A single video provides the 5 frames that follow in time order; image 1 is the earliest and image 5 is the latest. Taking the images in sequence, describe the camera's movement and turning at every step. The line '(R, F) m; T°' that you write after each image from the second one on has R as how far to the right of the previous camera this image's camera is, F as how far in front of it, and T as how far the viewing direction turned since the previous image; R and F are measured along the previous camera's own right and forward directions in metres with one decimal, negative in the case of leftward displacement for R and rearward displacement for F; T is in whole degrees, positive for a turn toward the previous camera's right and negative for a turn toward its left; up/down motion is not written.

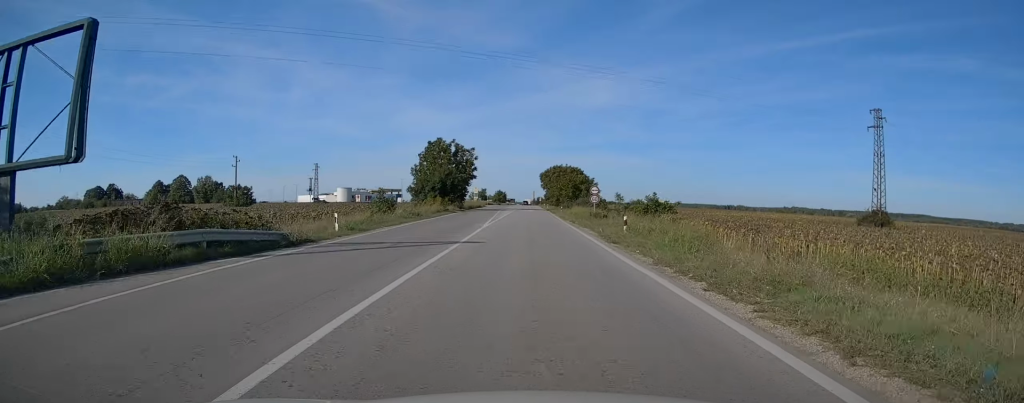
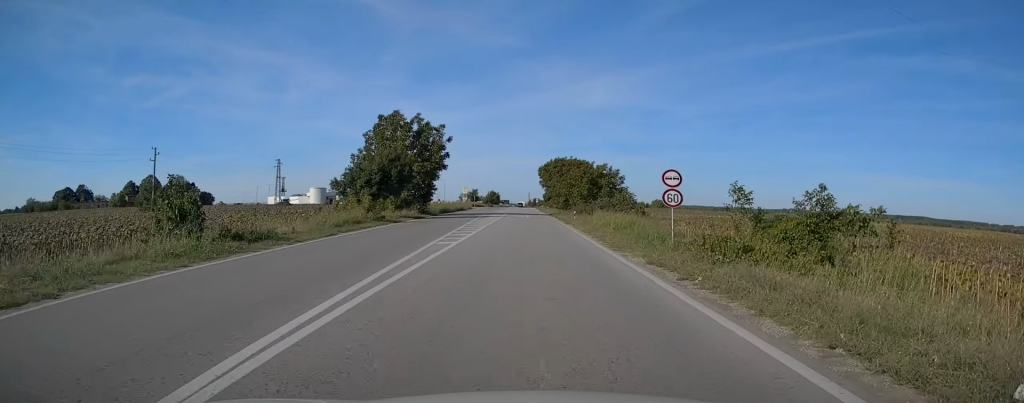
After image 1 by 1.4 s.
(+0.2, +25.9) m; 0°
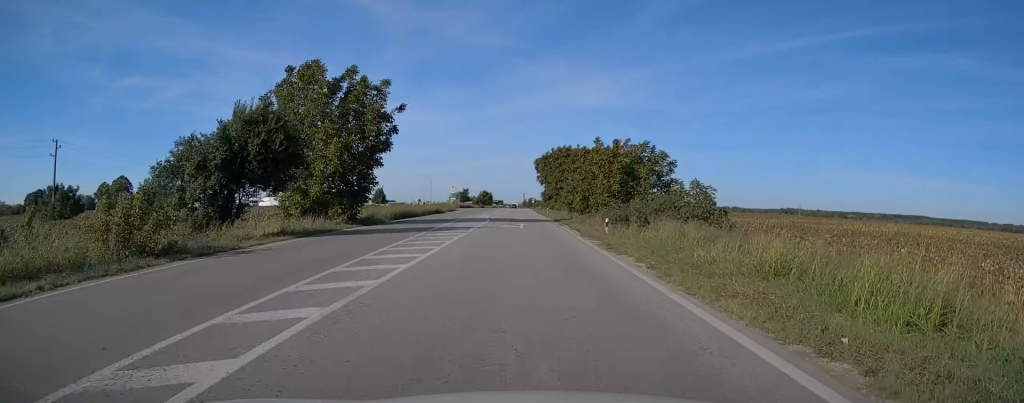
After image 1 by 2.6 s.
(-0.1, +21.3) m; 0°
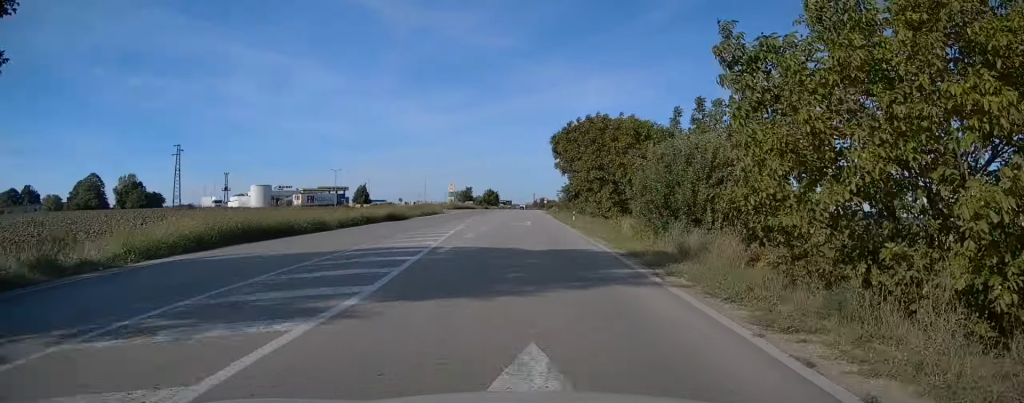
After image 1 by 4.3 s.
(-0.3, +30.0) m; -1°
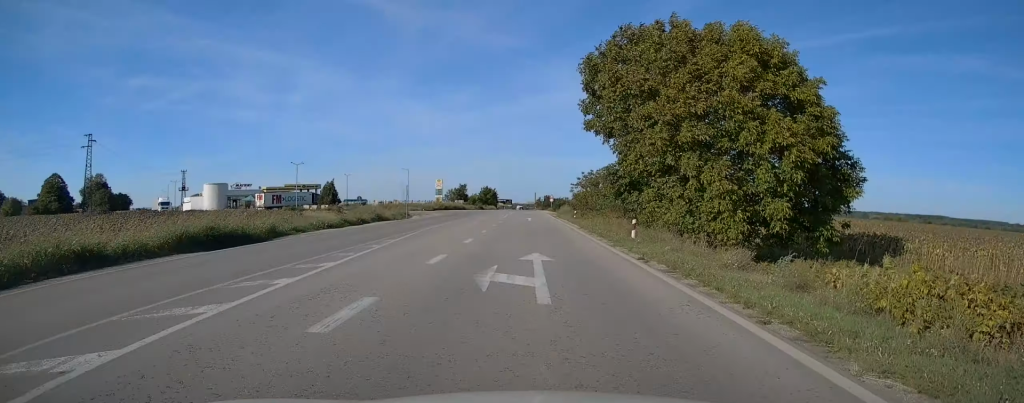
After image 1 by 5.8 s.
(+0.1, +26.4) m; 0°
